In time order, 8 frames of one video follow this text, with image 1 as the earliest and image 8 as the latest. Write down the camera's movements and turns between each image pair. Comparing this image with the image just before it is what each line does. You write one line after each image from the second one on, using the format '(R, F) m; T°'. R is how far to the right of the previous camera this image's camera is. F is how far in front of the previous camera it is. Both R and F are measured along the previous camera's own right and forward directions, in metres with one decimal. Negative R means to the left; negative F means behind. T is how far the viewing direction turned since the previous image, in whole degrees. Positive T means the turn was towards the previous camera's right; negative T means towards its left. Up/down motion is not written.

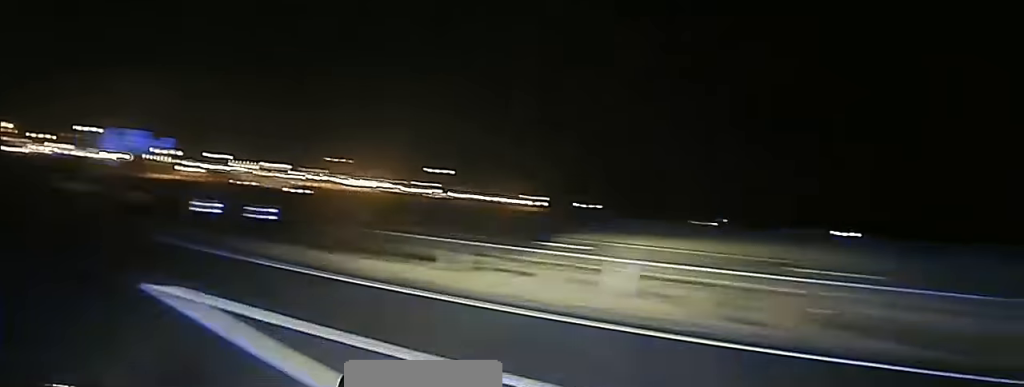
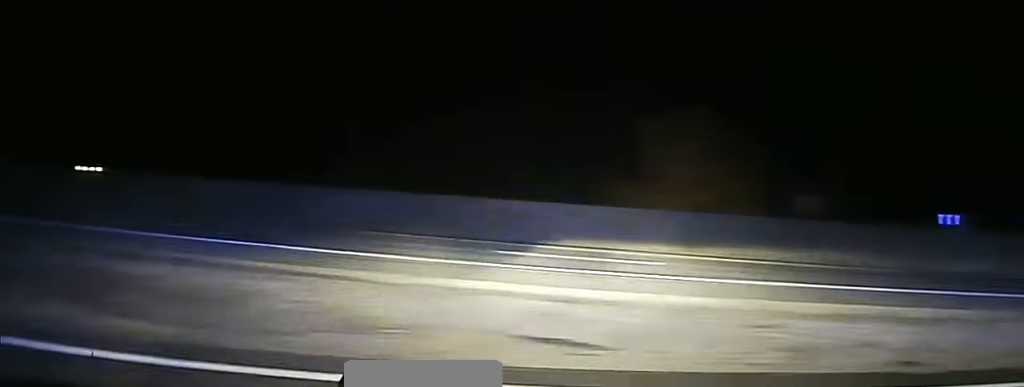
(+1.9, +3.8) m; +29°
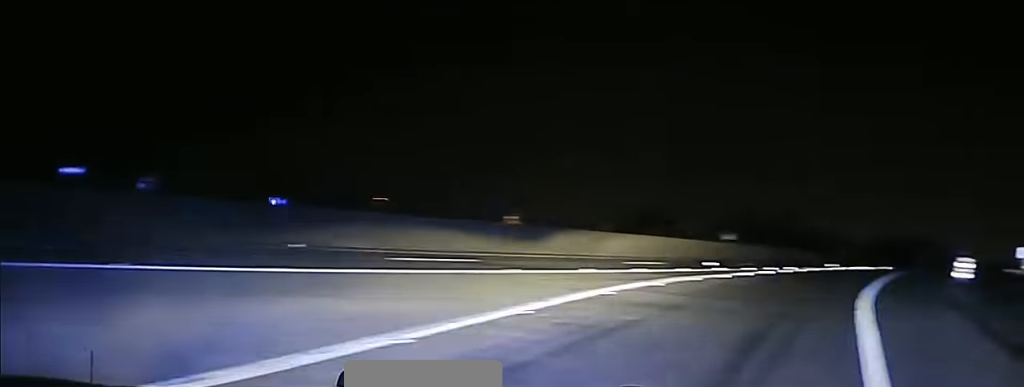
(+1.4, +8.6) m; +11°
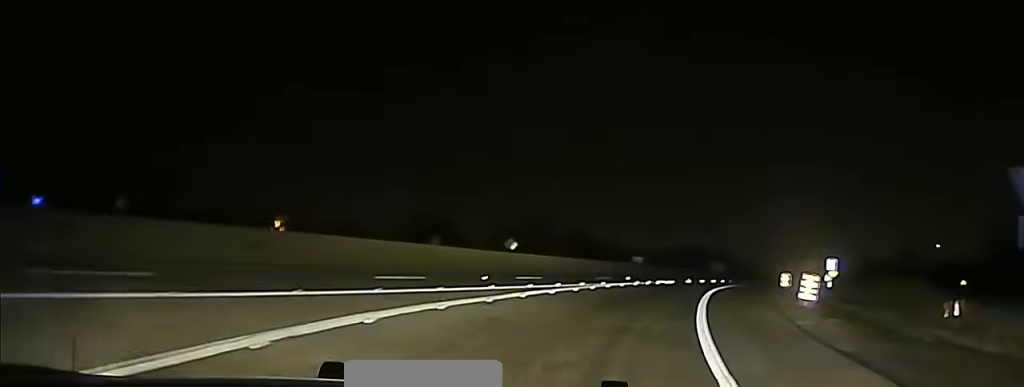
(+0.1, +8.3) m; +5°
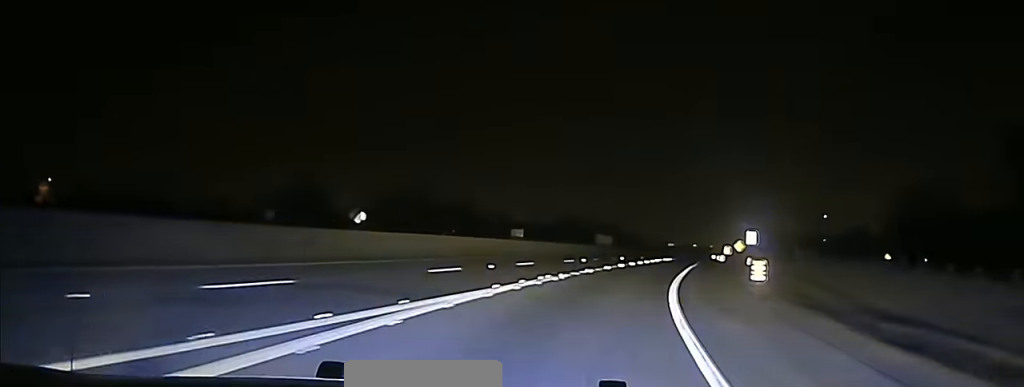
(+2.4, +25.0) m; +9°
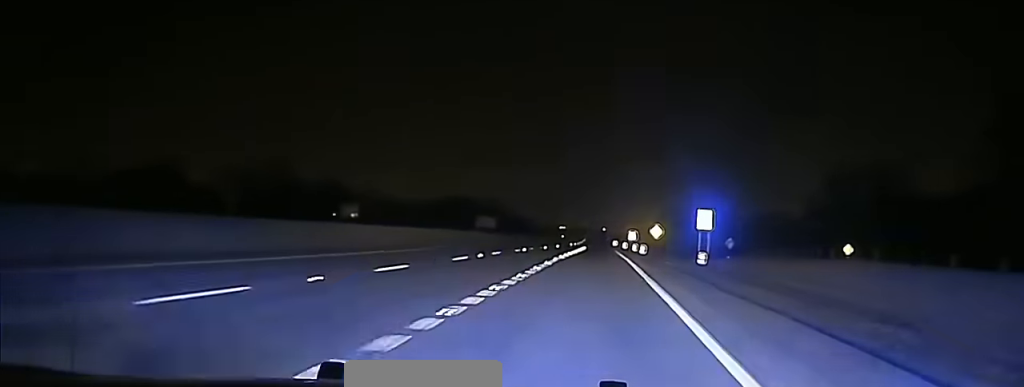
(+2.3, +43.9) m; +4°
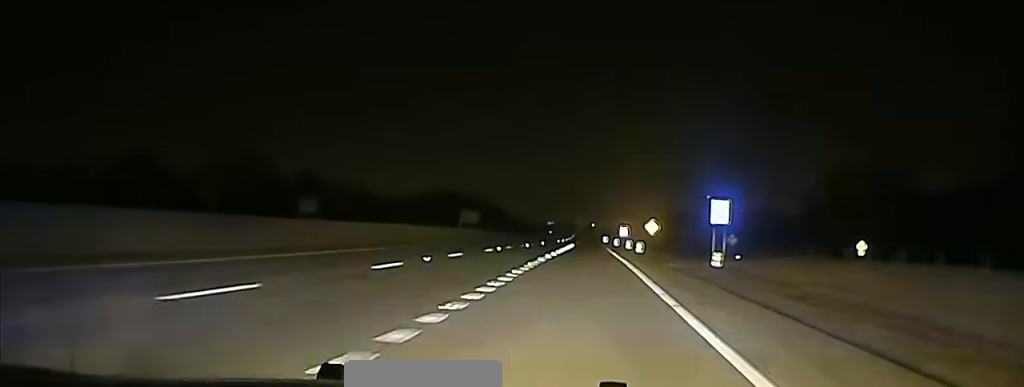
(0.0, +12.8) m; 0°
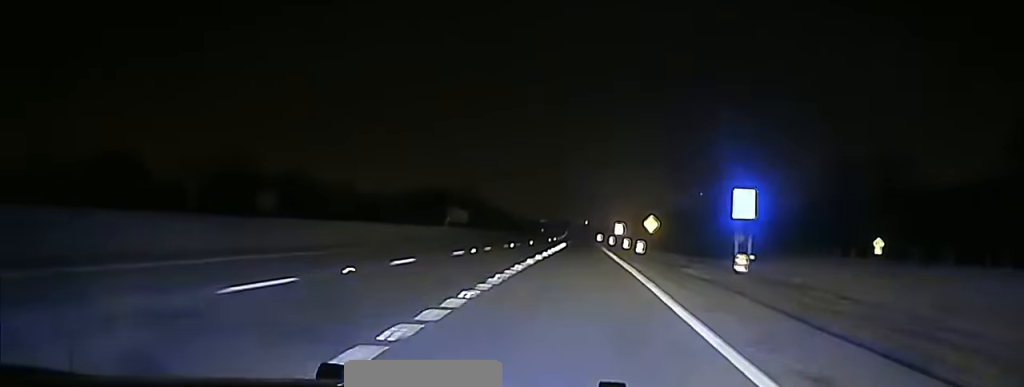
(0.0, +11.2) m; 0°
